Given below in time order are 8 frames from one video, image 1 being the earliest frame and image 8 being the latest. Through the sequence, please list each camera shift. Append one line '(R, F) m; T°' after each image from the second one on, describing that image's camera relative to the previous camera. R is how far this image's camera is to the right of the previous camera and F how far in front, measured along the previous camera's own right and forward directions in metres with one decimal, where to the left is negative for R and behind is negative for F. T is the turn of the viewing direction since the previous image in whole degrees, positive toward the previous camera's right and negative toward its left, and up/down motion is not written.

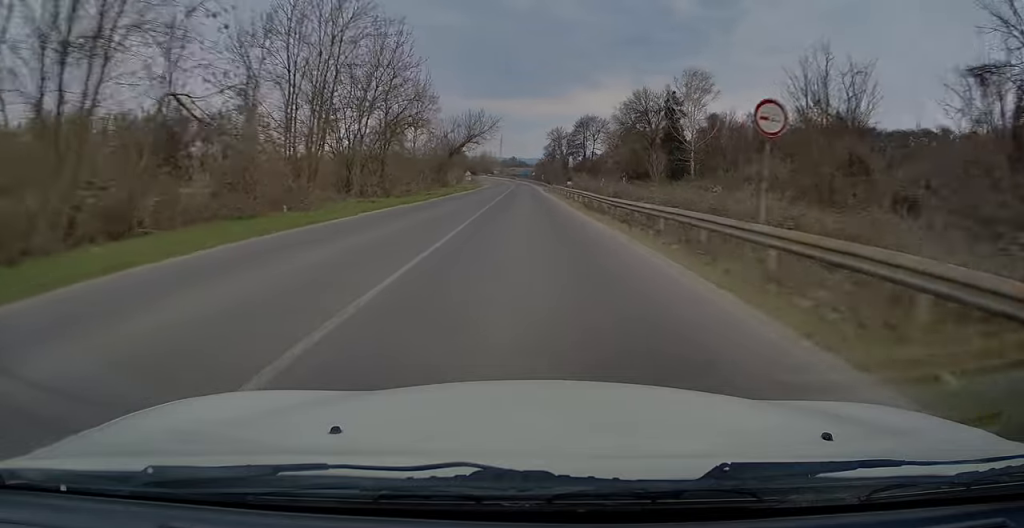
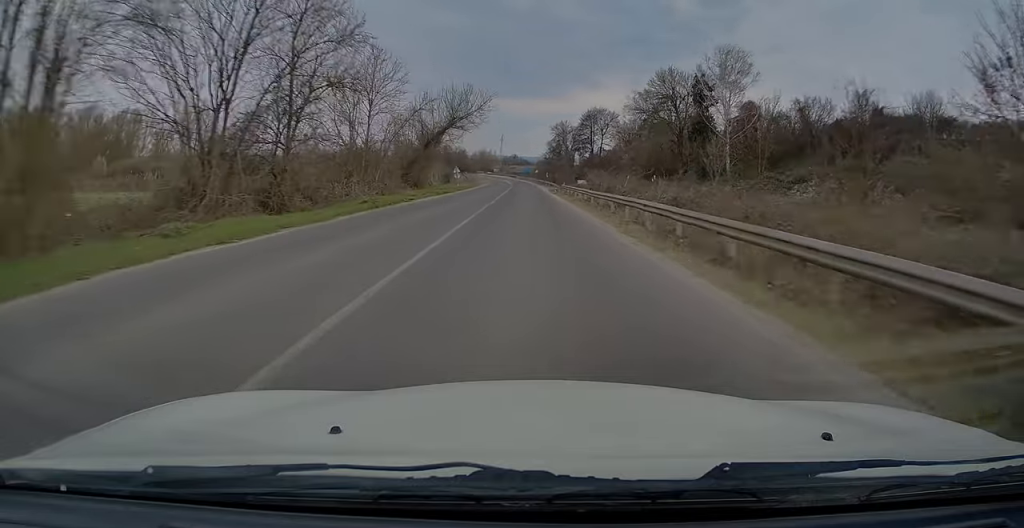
(-0.1, +17.2) m; 0°
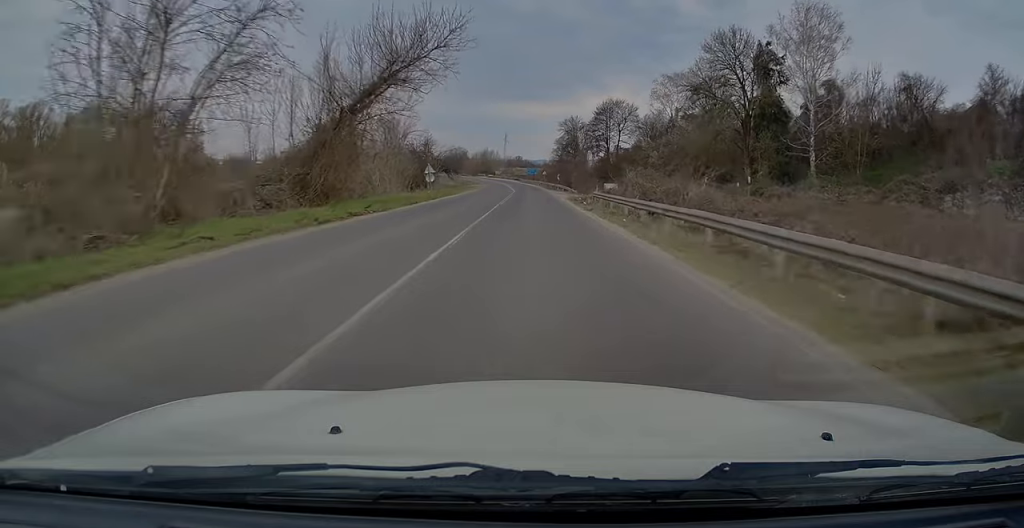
(0.0, +24.7) m; 0°
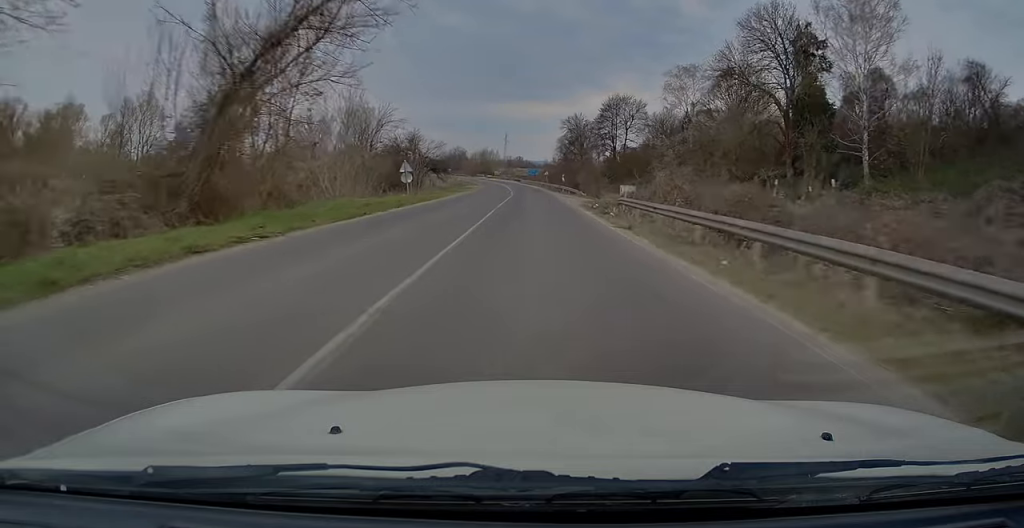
(0.0, +10.3) m; 0°
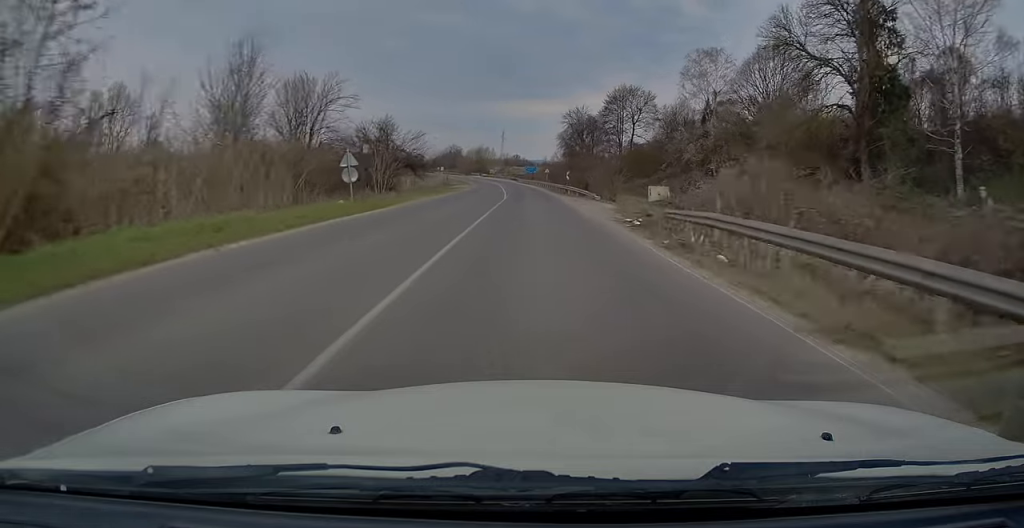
(-0.1, +13.0) m; 0°
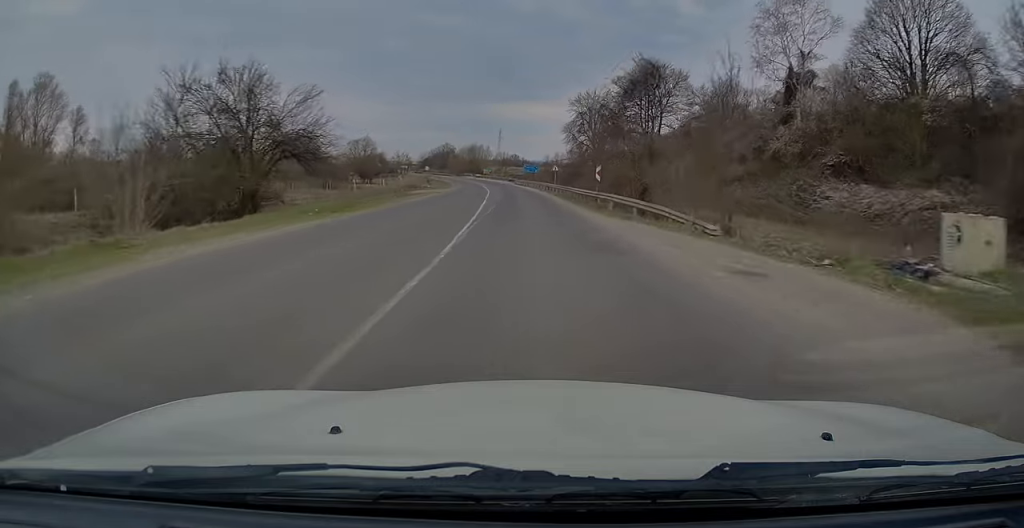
(+0.1, +28.7) m; 0°
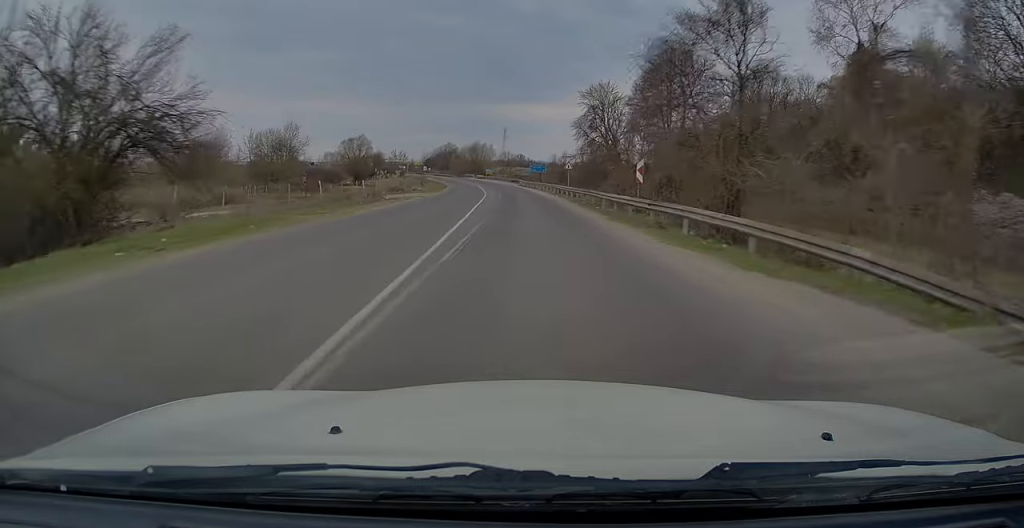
(0.0, +12.5) m; 0°
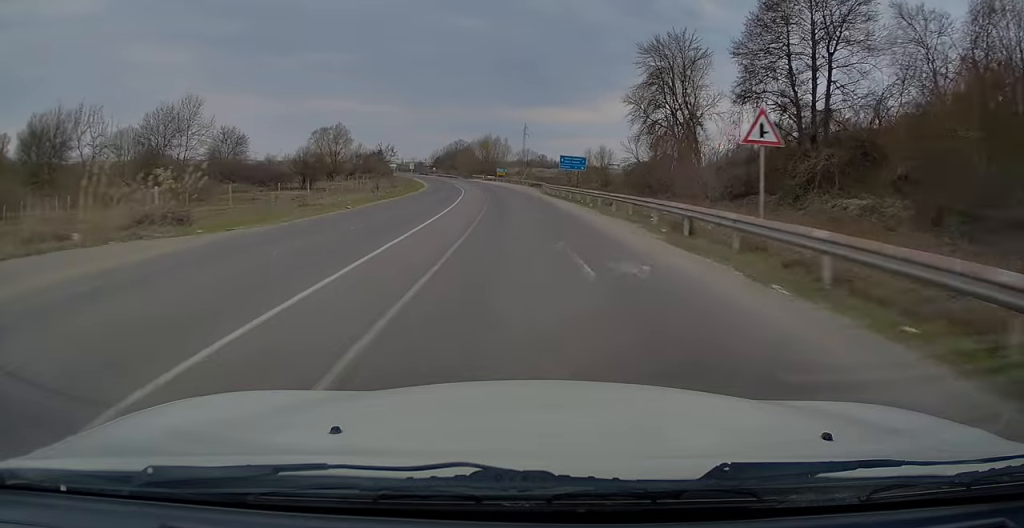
(-0.4, +41.6) m; -2°
